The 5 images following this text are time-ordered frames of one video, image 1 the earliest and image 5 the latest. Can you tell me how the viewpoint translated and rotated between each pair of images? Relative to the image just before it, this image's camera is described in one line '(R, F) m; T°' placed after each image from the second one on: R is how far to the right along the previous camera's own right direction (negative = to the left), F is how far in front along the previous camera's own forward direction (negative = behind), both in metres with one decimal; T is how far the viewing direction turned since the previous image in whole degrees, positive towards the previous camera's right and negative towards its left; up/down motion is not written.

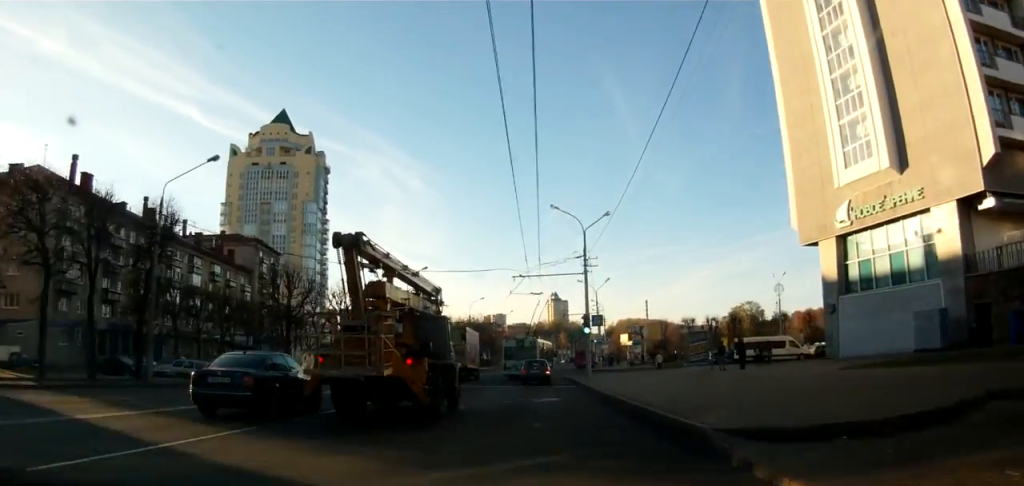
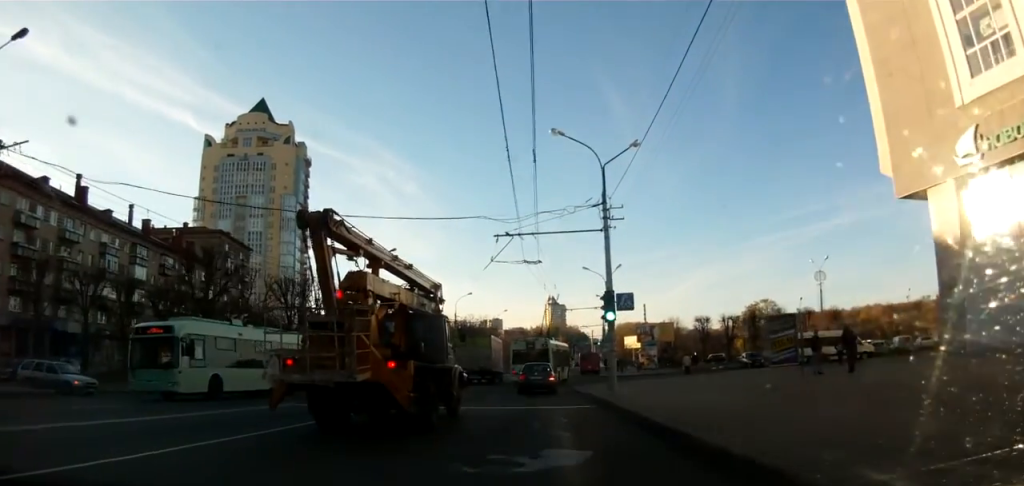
(+0.3, +14.2) m; +2°
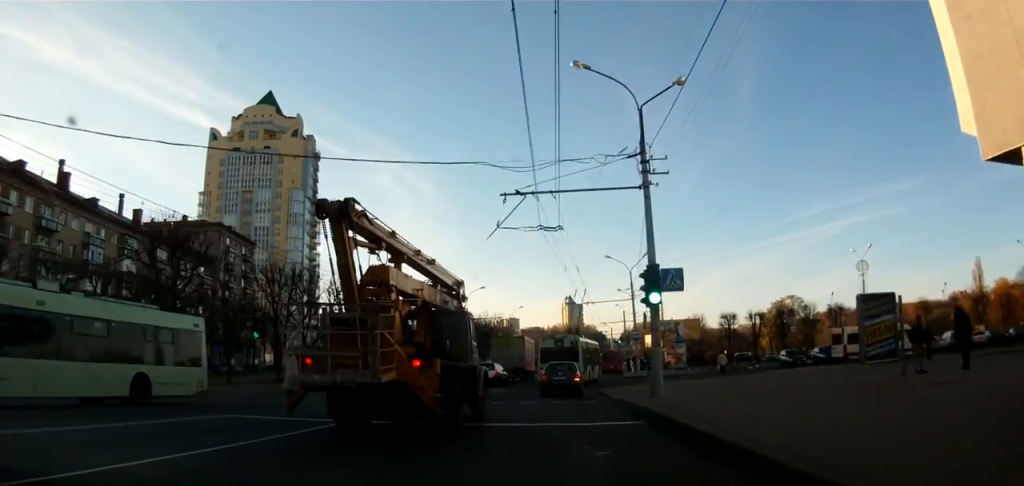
(+0.1, +6.5) m; -1°
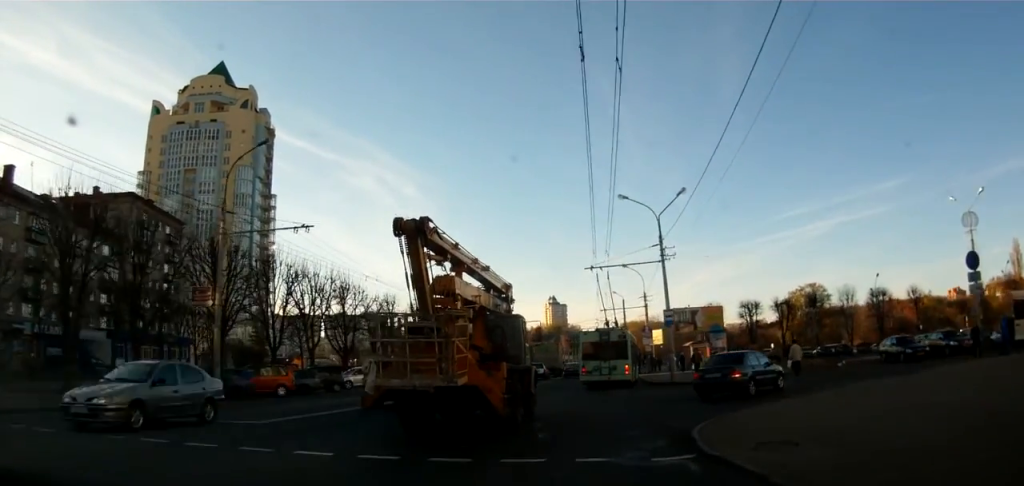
(-0.5, +21.6) m; 0°
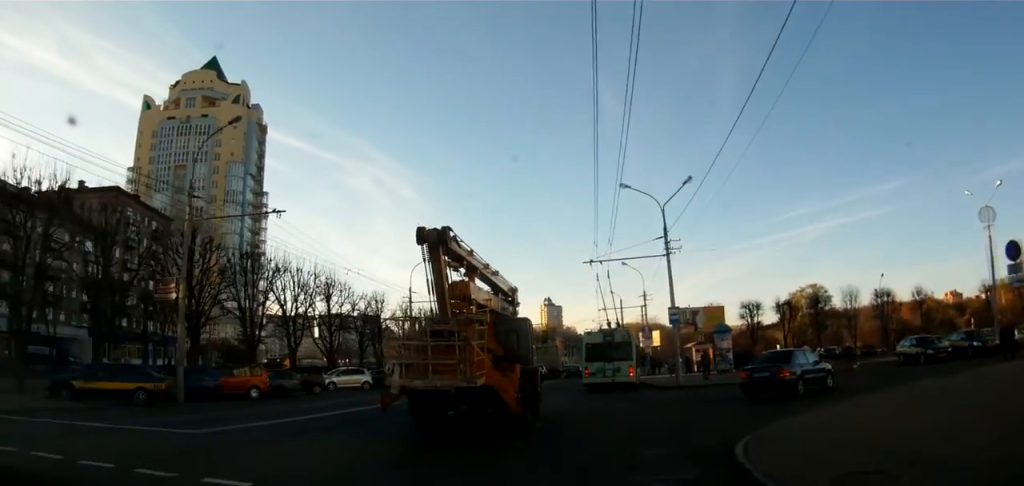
(0.0, +2.7) m; +1°
